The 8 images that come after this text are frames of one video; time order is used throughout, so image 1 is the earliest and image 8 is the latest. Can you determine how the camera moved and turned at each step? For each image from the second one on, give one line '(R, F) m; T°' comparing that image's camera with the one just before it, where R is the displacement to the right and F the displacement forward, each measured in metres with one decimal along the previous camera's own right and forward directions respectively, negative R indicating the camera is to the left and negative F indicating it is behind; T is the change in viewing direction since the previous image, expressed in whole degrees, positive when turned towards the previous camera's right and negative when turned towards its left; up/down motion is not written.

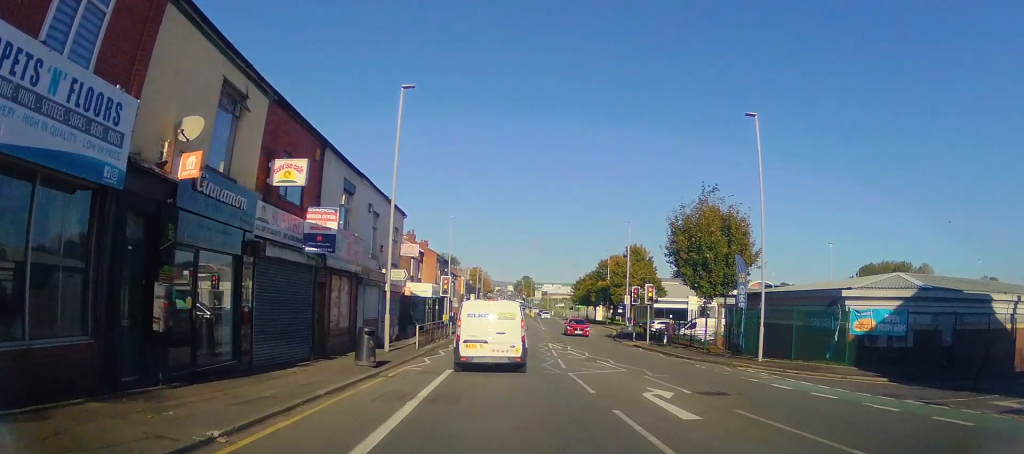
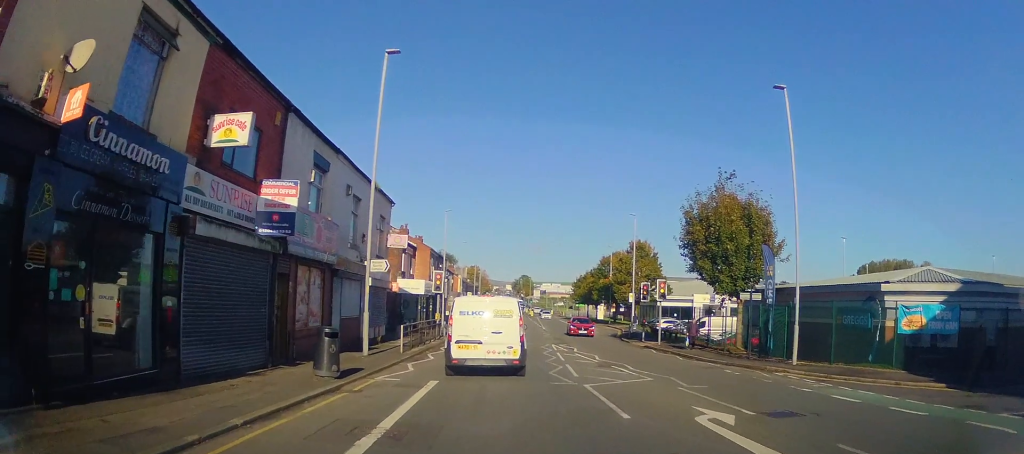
(-0.1, +2.7) m; -1°
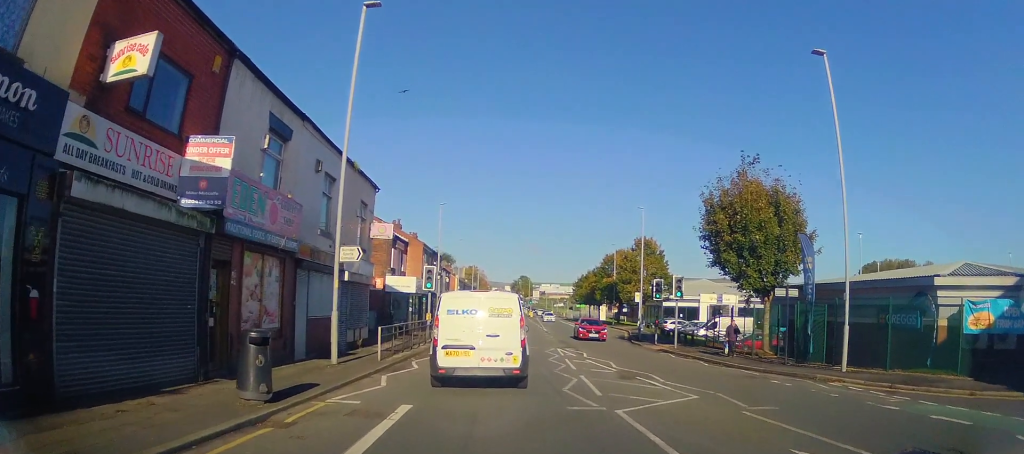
(+0.1, +3.3) m; -2°
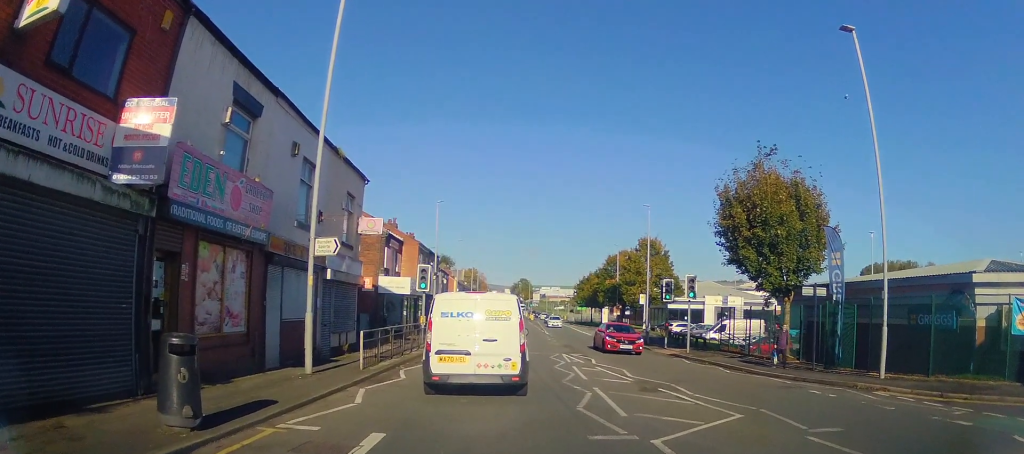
(-0.3, +2.2) m; -1°
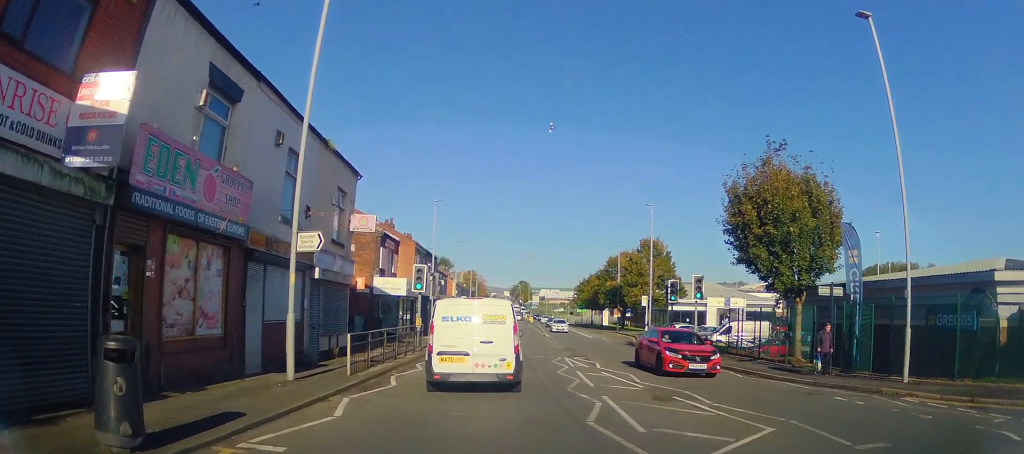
(+0.1, +1.0) m; +3°
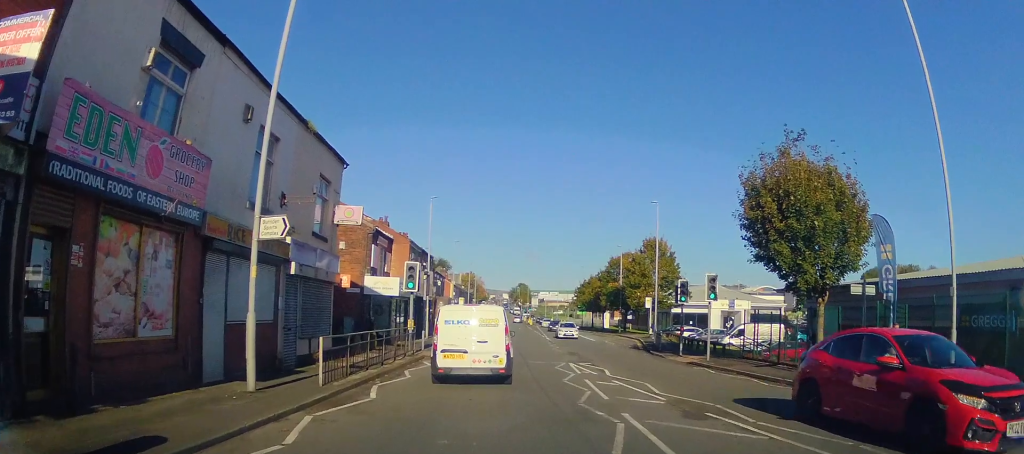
(+0.1, +1.5) m; +2°
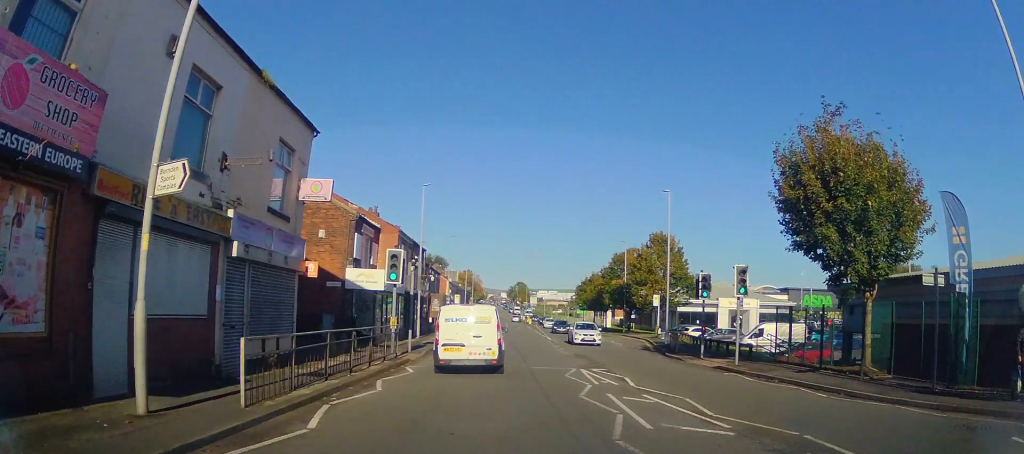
(-0.1, +2.7) m; -2°
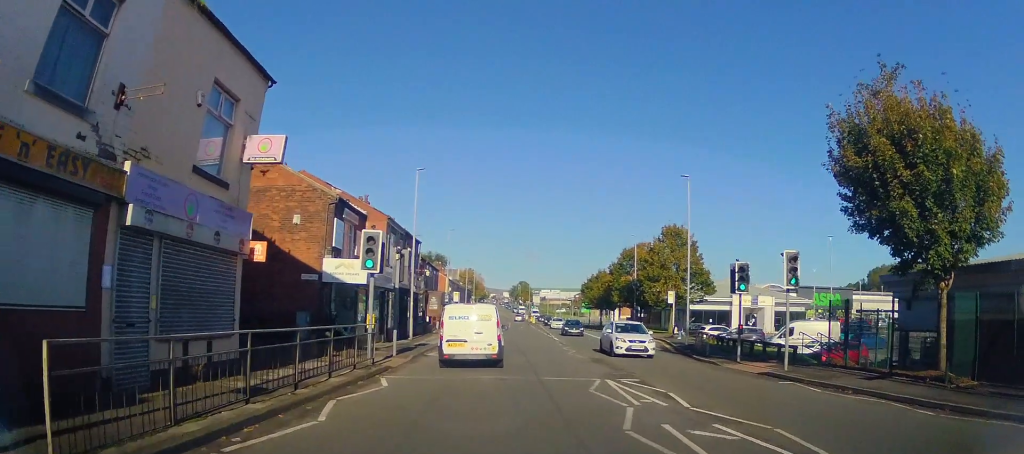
(0.0, +3.2) m; +1°
